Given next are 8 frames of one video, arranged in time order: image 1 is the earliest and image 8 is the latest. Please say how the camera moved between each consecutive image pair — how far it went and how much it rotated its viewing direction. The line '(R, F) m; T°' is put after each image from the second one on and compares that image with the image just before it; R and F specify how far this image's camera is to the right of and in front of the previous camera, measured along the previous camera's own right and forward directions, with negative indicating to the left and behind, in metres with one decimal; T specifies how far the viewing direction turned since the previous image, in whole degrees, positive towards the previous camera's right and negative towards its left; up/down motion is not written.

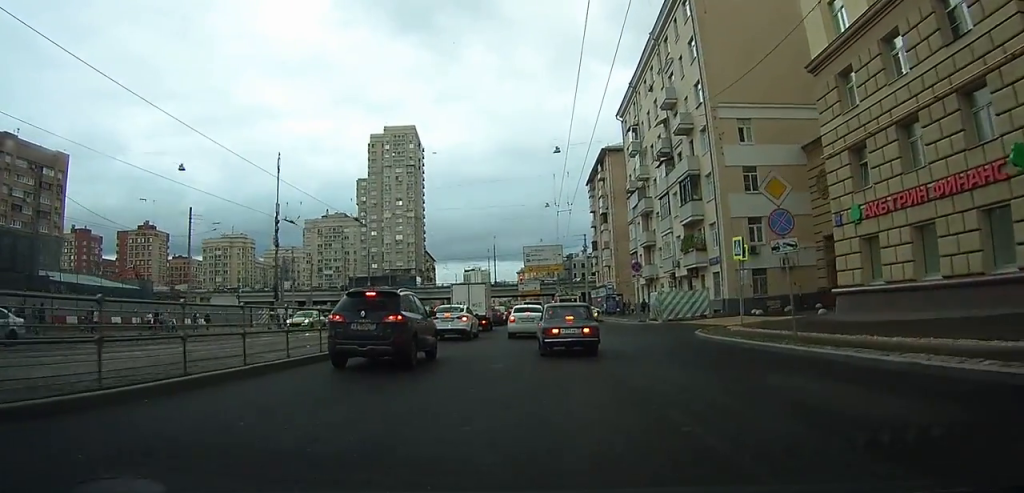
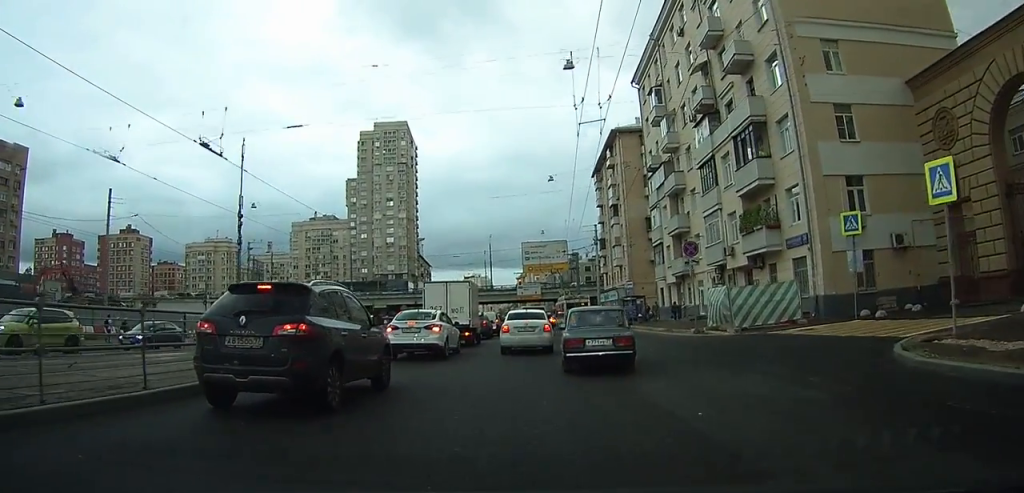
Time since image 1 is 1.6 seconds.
(+0.2, +14.5) m; +2°
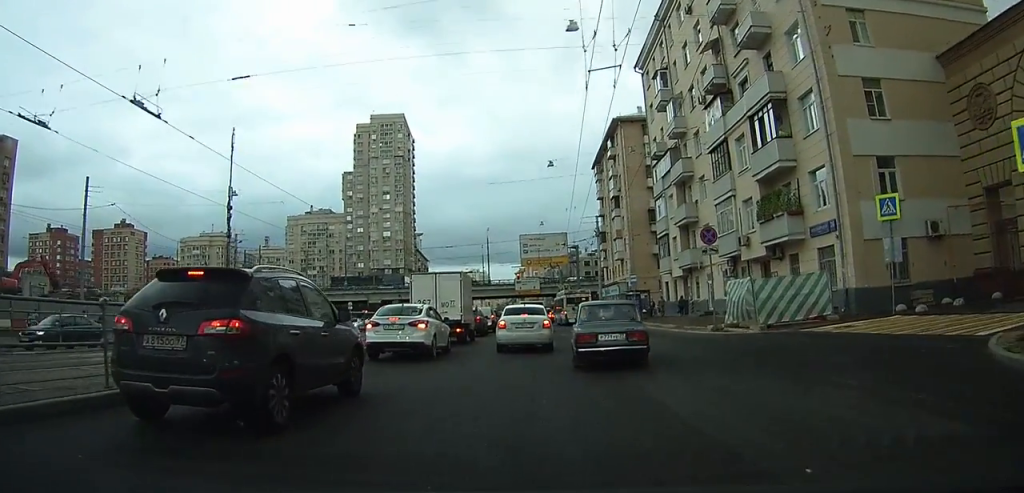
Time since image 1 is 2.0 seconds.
(0.0, +3.0) m; 0°
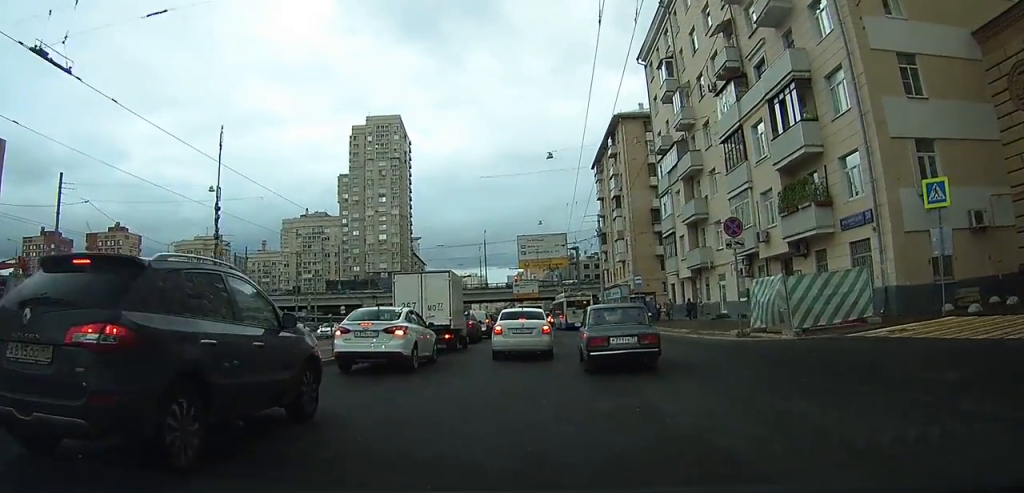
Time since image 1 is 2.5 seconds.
(0.0, +3.3) m; -1°
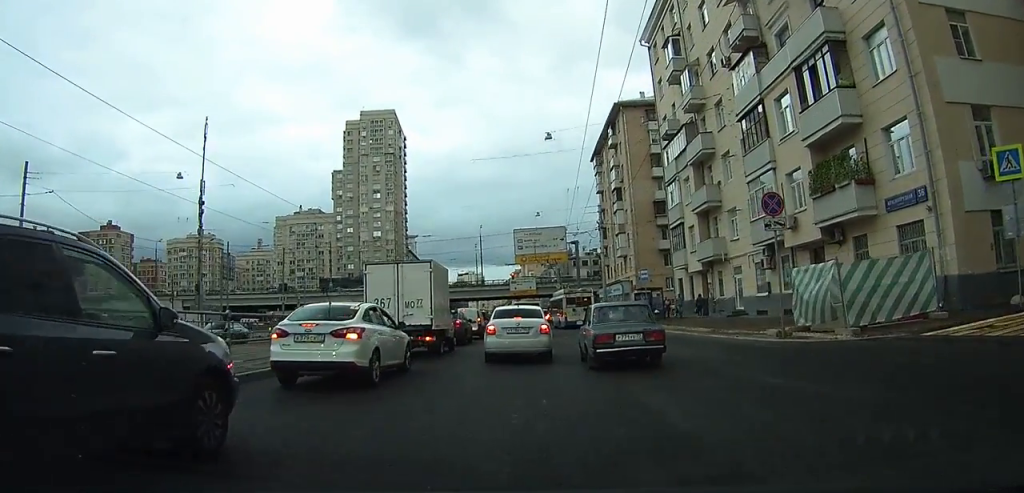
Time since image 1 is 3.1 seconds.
(-0.1, +3.8) m; +1°
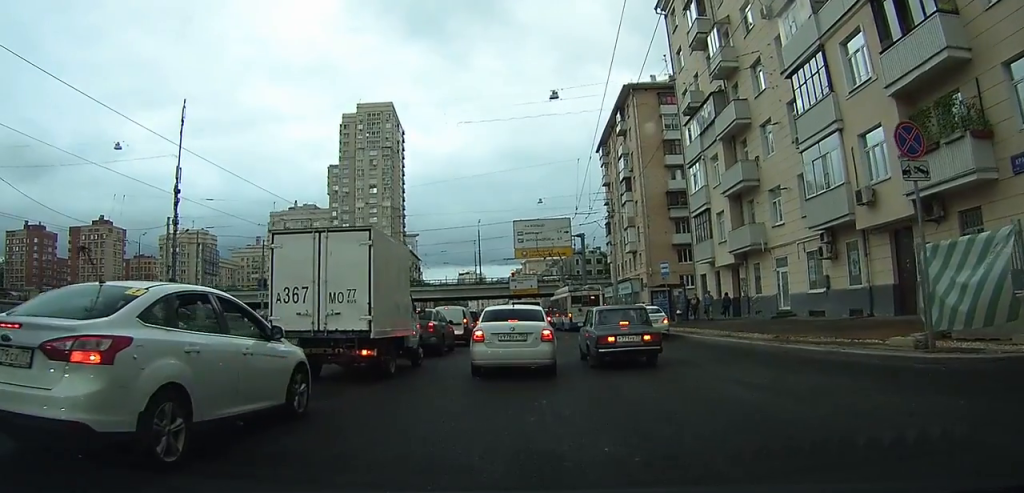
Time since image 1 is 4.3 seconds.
(+0.2, +6.5) m; +5°
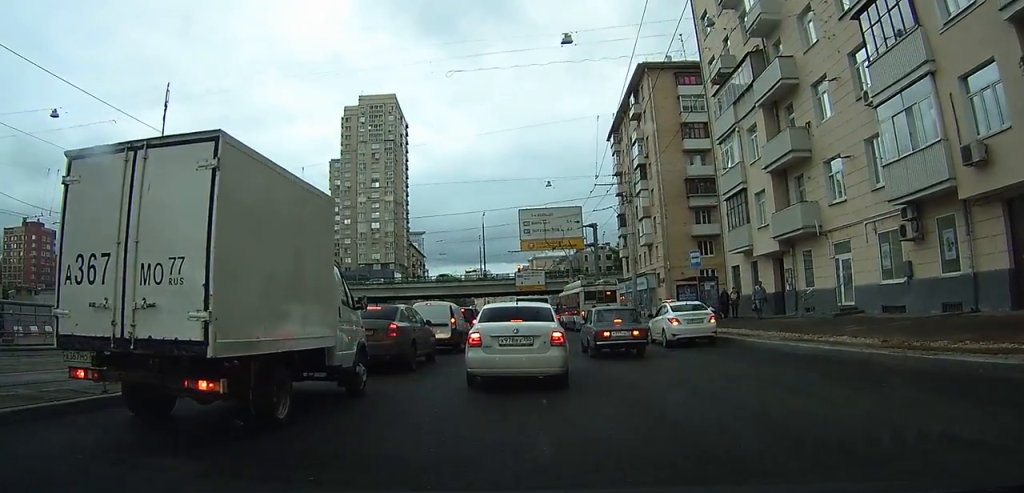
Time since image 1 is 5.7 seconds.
(+0.2, +6.0) m; -2°
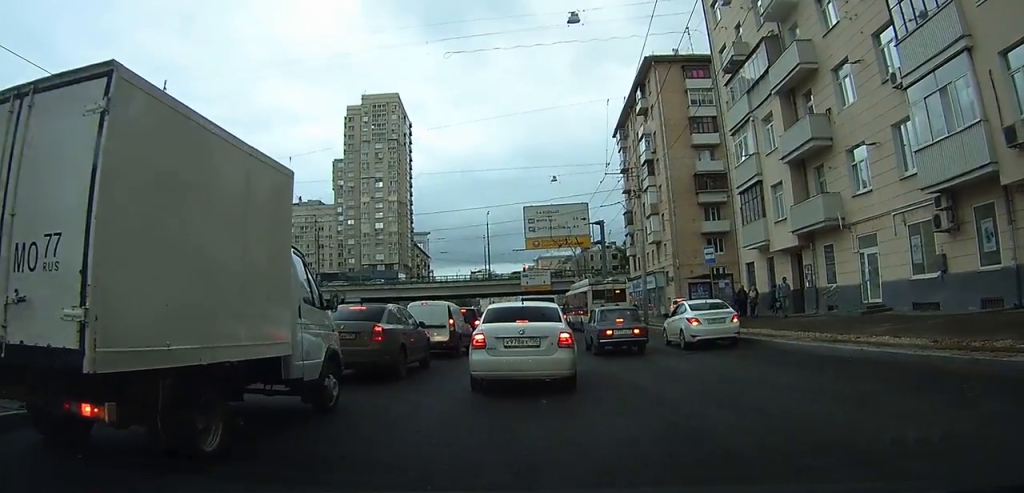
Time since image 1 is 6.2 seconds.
(-0.1, +1.6) m; -4°
